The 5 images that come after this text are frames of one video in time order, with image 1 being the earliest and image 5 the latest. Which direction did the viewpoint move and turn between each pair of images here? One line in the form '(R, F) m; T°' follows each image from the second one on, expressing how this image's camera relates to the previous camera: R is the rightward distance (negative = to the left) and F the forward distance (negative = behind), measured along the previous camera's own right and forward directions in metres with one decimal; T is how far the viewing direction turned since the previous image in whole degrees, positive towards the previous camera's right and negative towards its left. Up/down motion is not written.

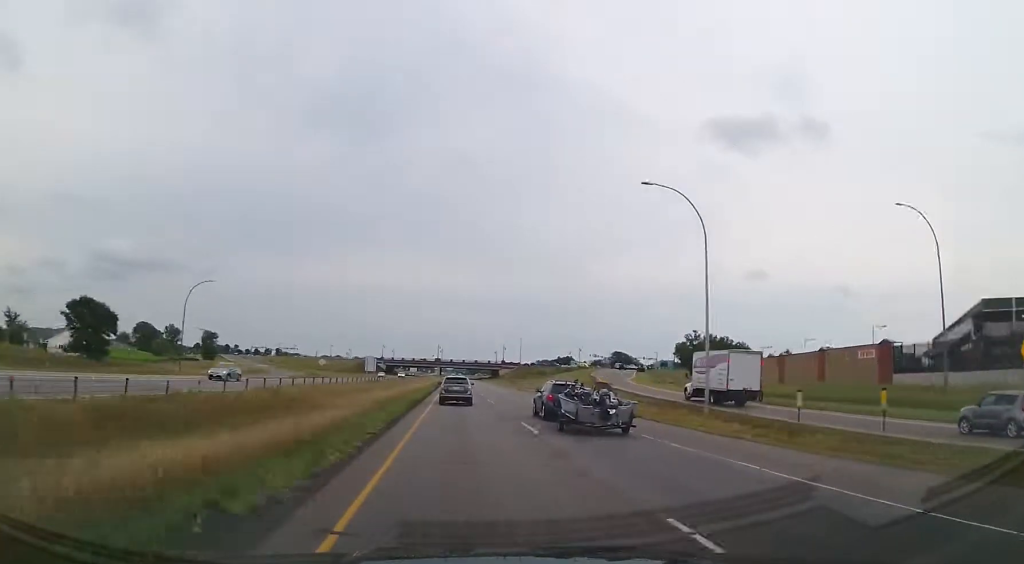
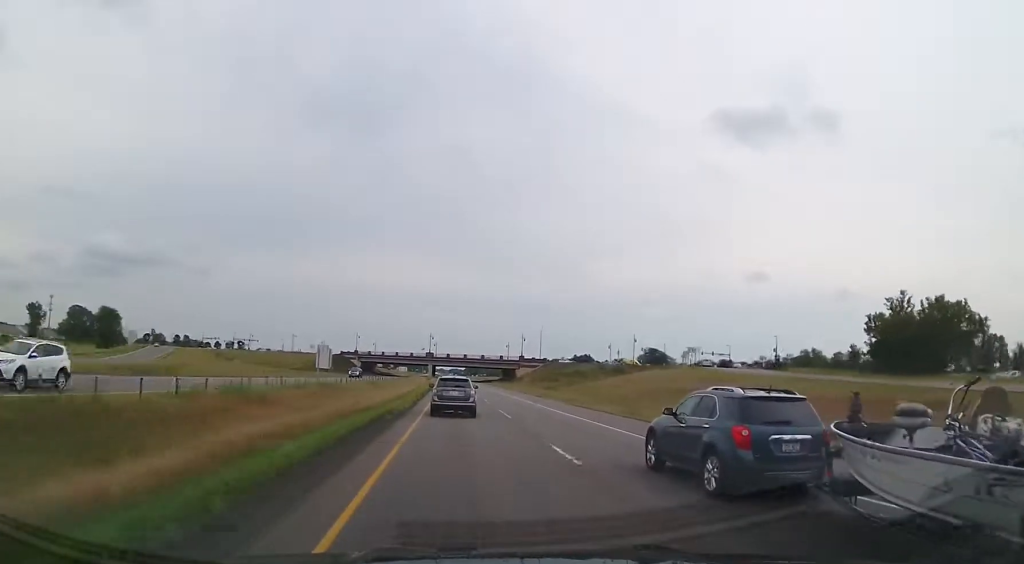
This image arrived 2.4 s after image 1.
(+0.2, +82.3) m; 0°
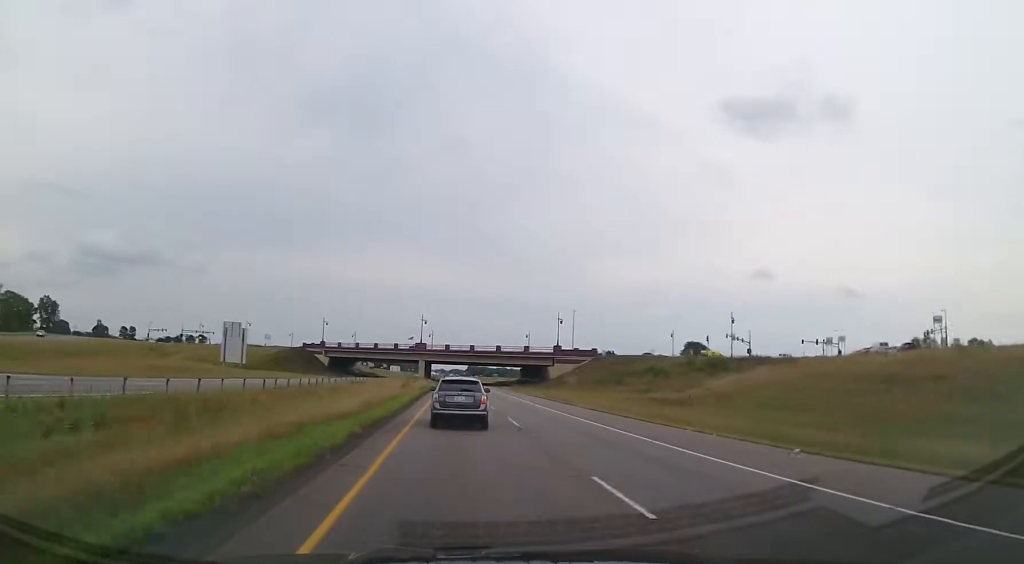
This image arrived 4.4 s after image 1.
(-0.3, +65.9) m; -1°
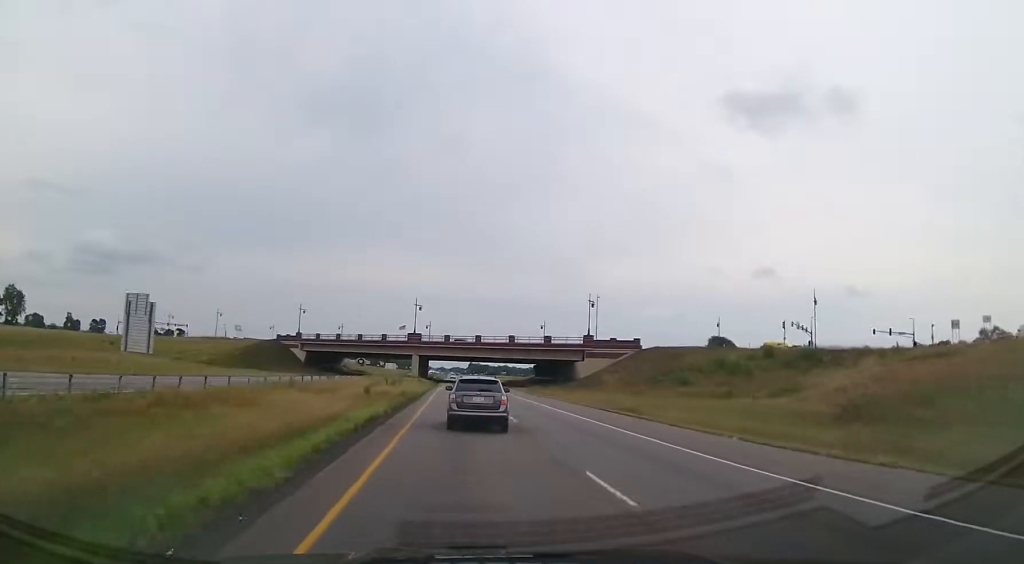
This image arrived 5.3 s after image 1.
(+0.1, +30.0) m; 0°
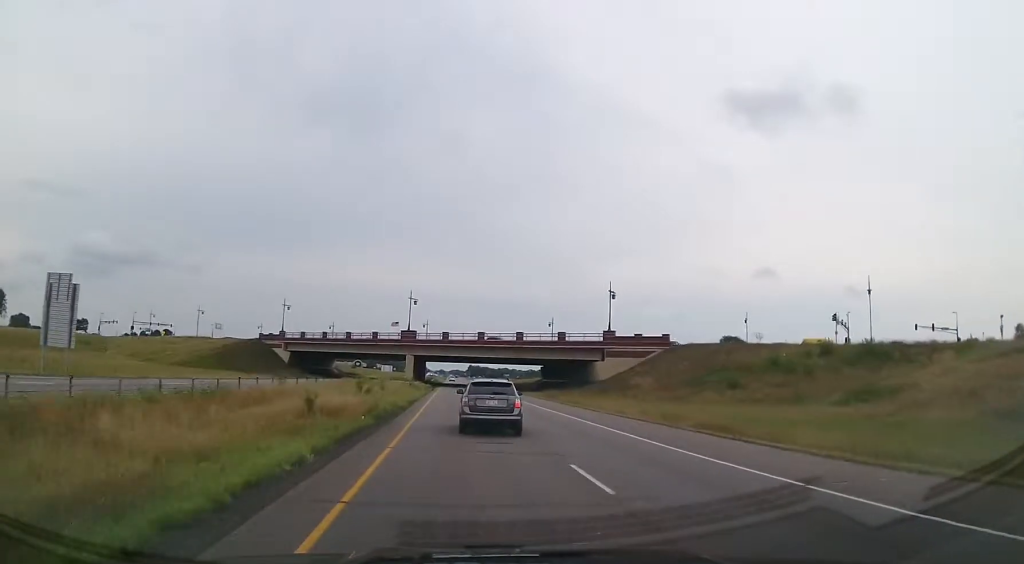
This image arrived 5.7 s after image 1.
(-0.2, +14.4) m; 0°
